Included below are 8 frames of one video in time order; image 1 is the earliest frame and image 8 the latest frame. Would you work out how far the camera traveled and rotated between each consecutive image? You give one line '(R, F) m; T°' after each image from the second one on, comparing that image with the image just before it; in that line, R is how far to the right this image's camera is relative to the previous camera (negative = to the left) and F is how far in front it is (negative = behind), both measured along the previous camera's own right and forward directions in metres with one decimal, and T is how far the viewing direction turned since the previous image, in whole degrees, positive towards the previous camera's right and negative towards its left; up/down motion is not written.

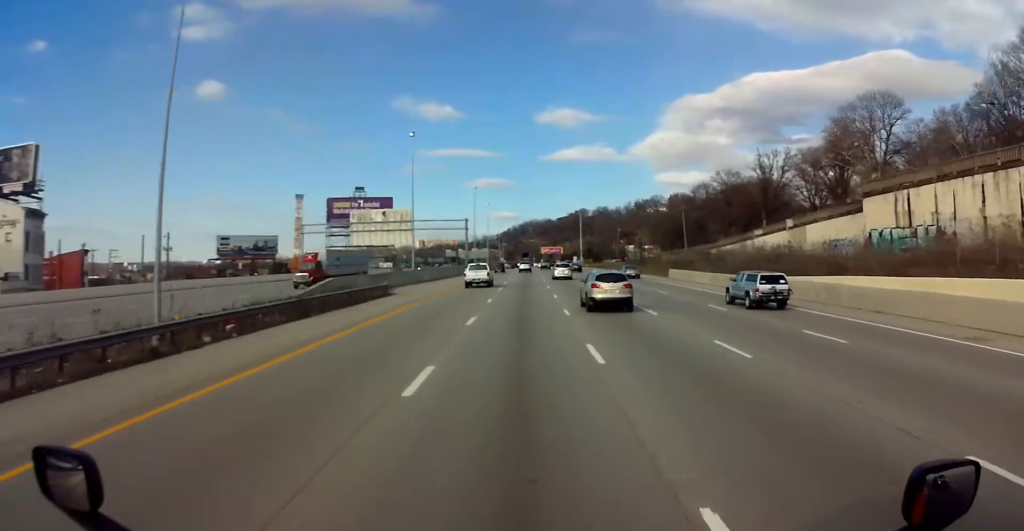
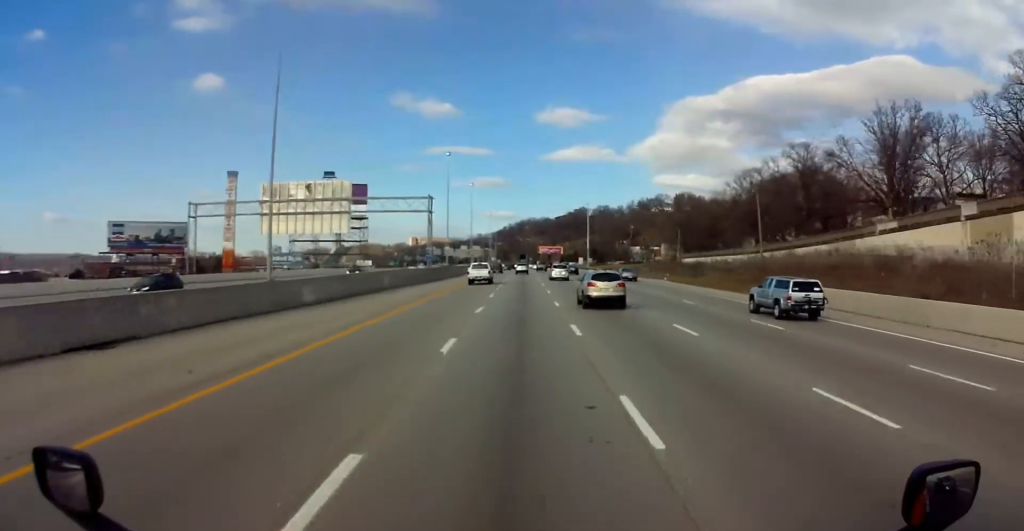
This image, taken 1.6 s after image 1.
(+0.5, +44.2) m; +1°
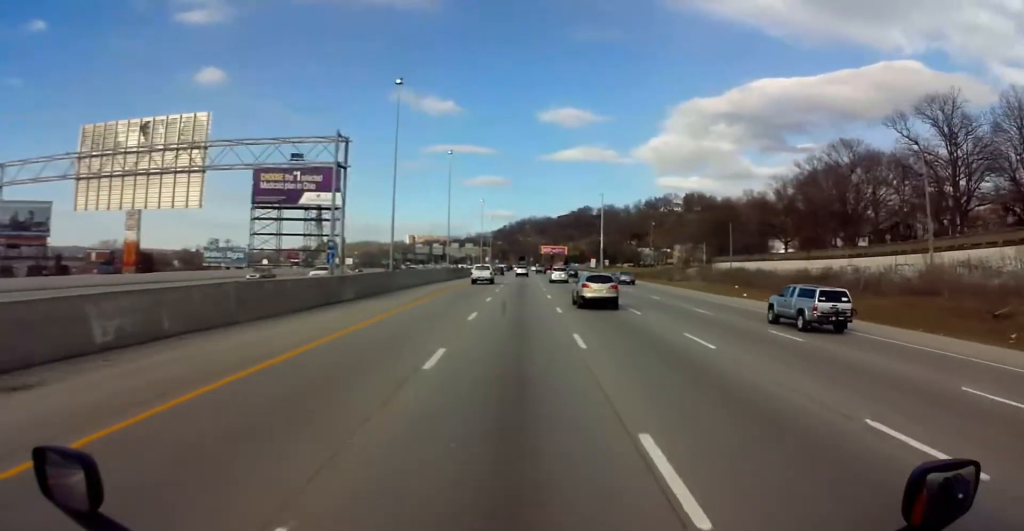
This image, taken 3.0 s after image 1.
(+0.1, +39.5) m; 0°
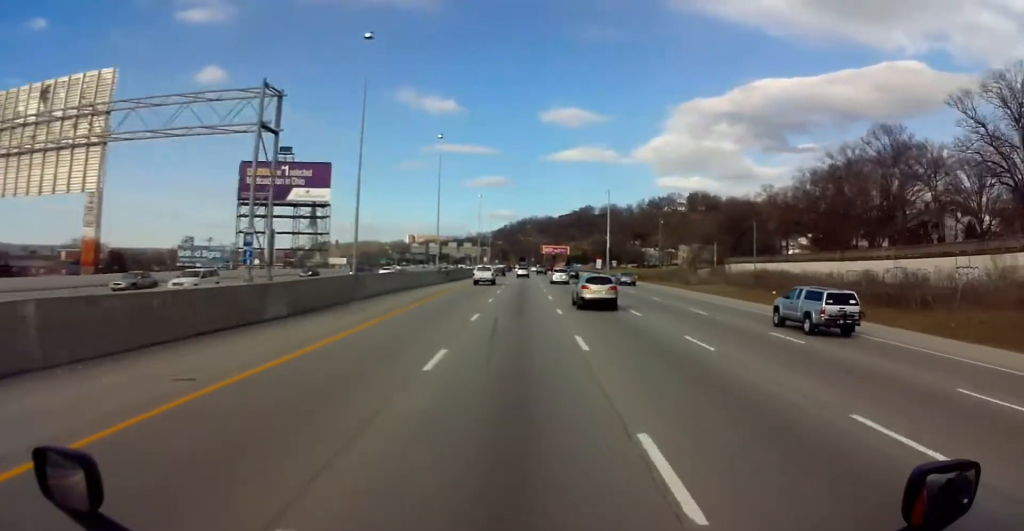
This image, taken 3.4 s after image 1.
(0.0, +12.2) m; 0°
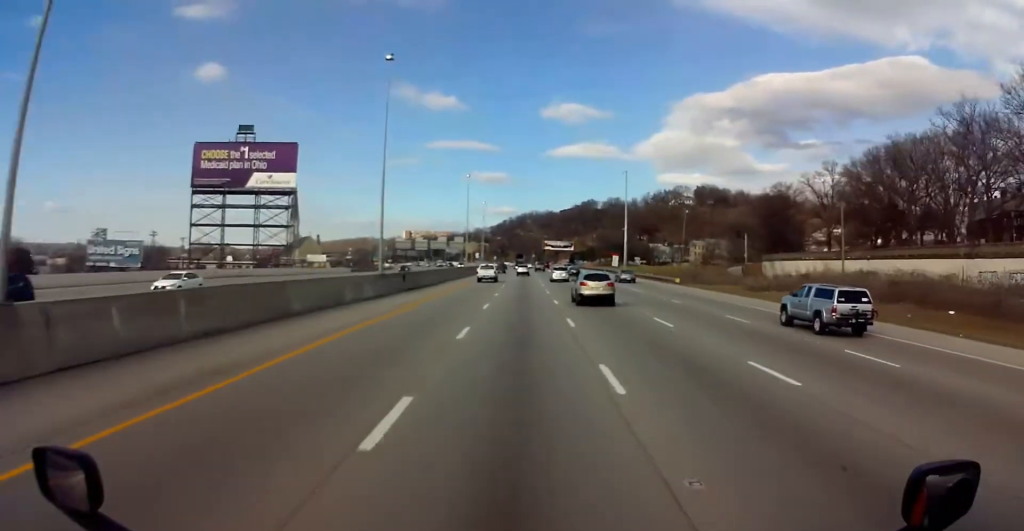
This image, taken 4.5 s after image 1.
(-0.1, +31.0) m; 0°
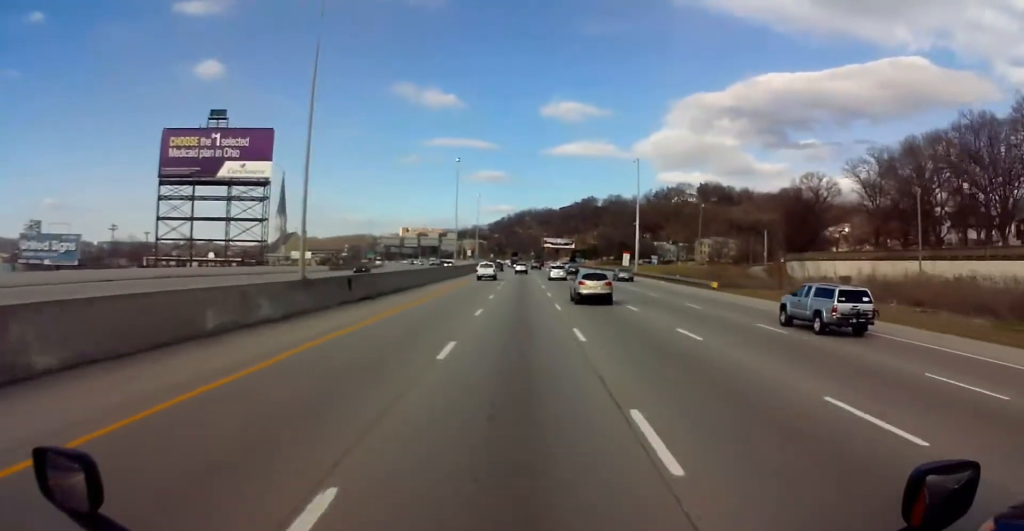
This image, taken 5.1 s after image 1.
(0.0, +16.9) m; 0°
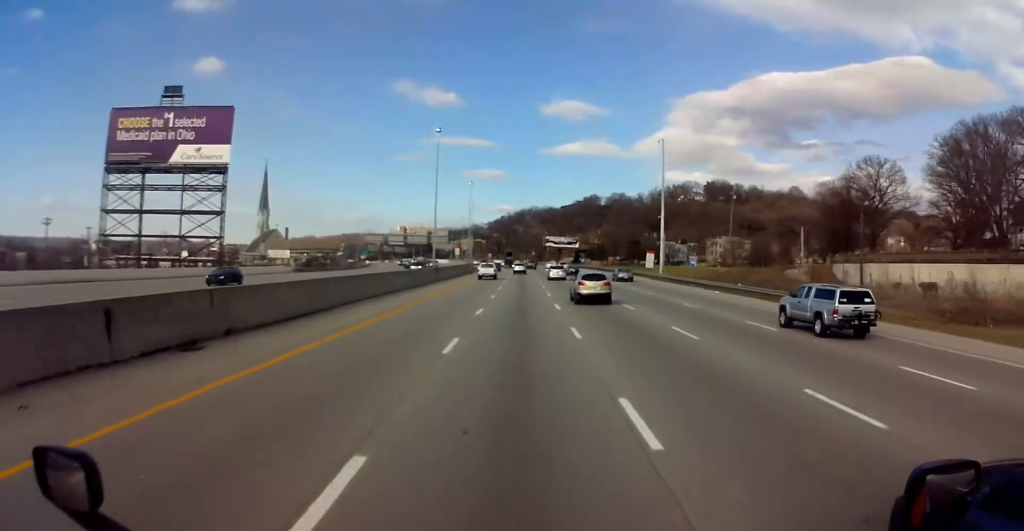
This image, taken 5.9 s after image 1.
(+0.1, +23.4) m; 0°
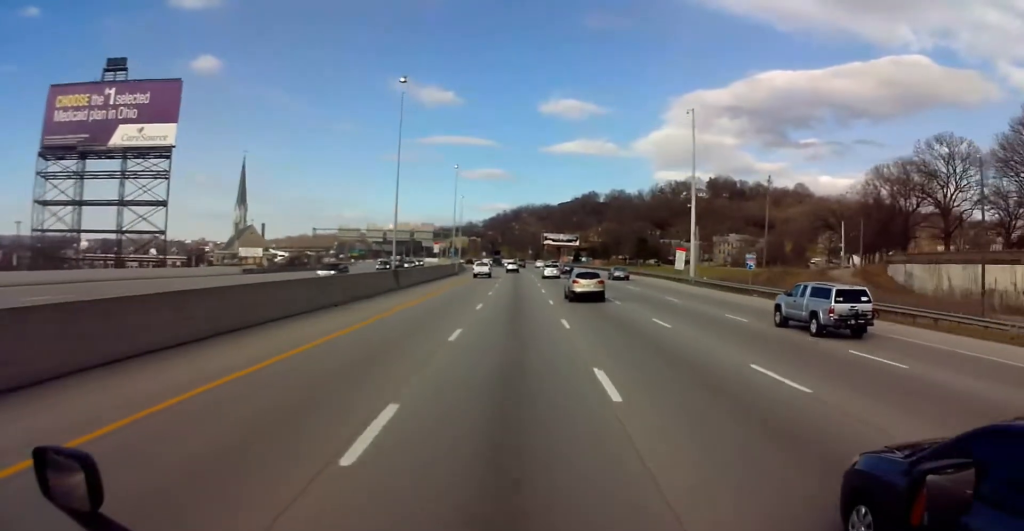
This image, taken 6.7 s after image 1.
(0.0, +21.4) m; 0°
